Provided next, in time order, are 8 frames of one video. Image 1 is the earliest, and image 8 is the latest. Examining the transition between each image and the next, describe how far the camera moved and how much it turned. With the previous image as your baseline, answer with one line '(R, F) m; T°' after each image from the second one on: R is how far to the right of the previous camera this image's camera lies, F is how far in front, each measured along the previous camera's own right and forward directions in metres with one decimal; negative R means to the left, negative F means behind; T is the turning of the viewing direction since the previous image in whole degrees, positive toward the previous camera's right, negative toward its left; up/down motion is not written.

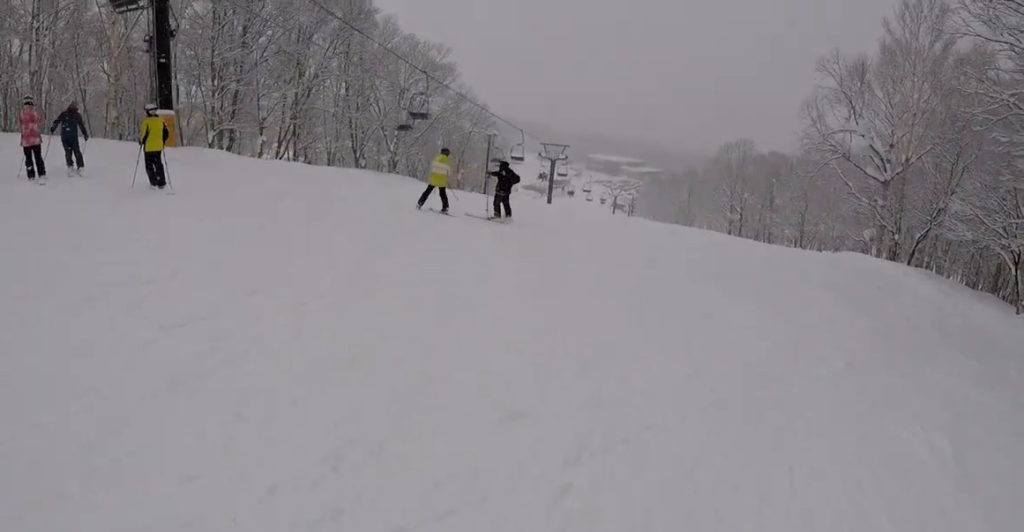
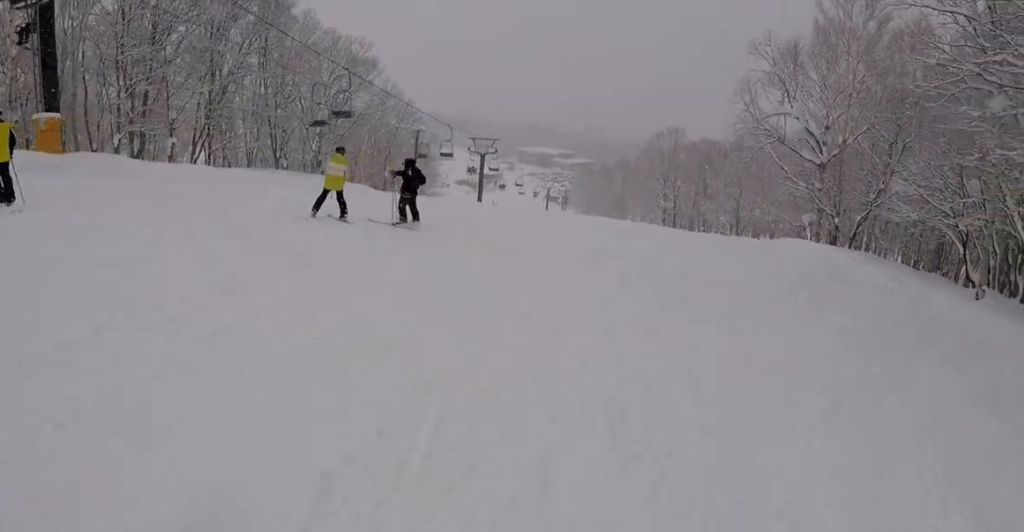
(-0.1, +2.1) m; -2°
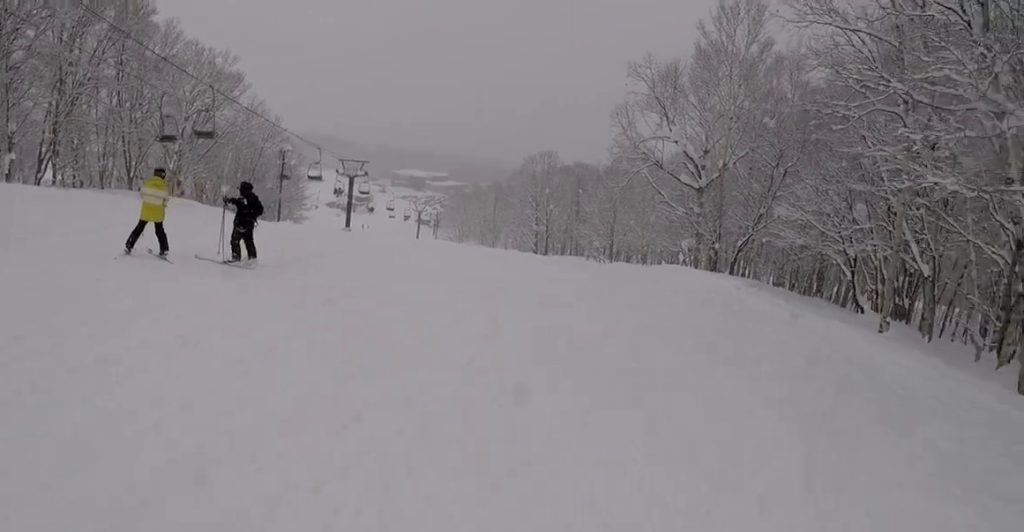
(0.0, +2.4) m; +5°
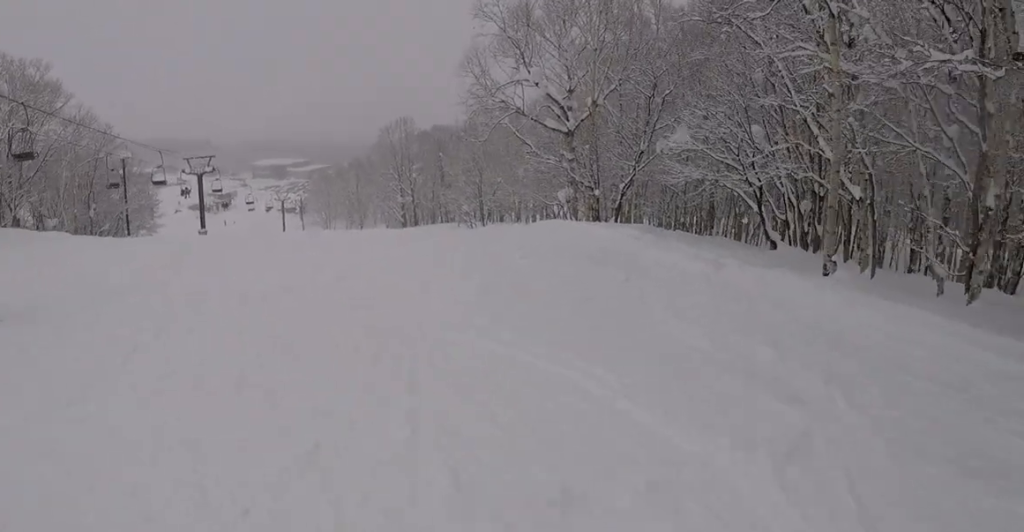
(+0.4, +4.1) m; +9°
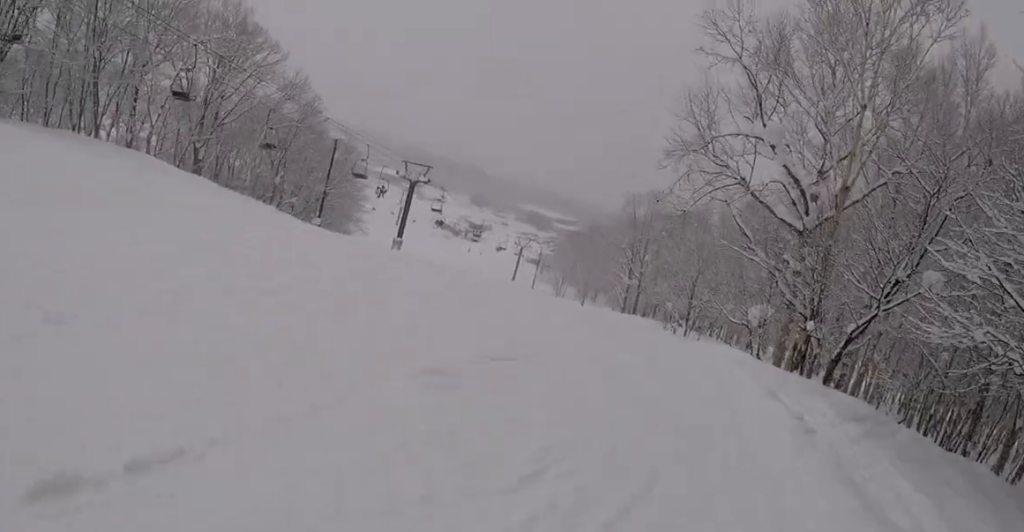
(+0.2, +10.4) m; -11°
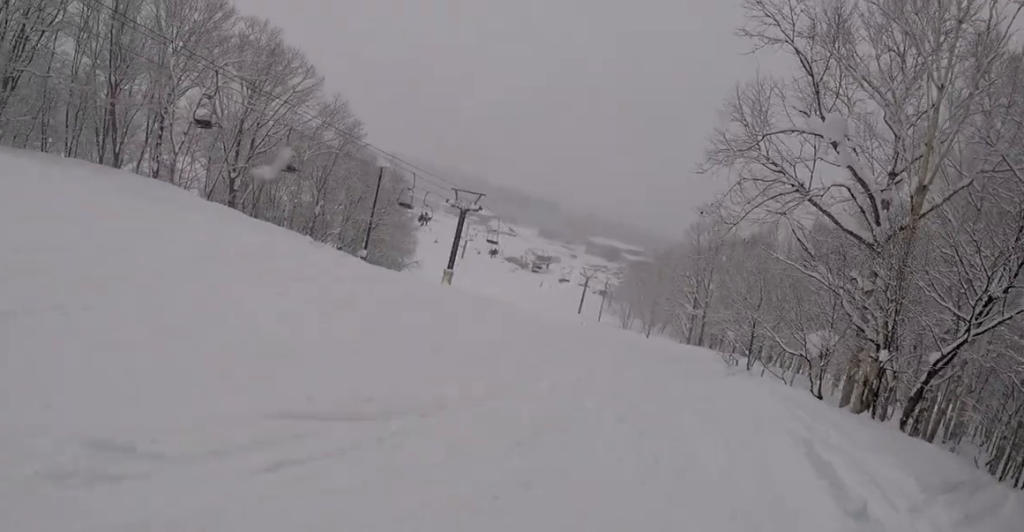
(-0.4, +3.5) m; -8°
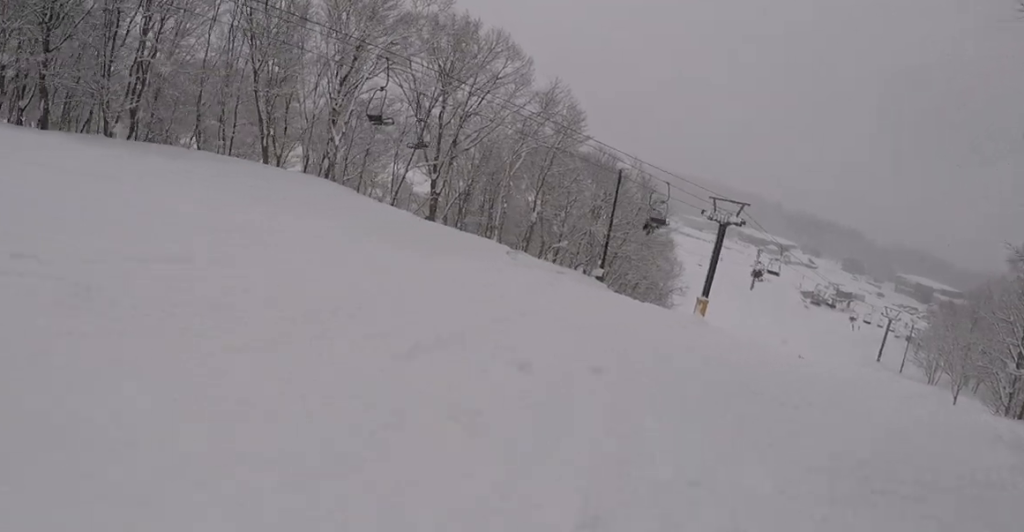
(-1.8, +10.7) m; -34°
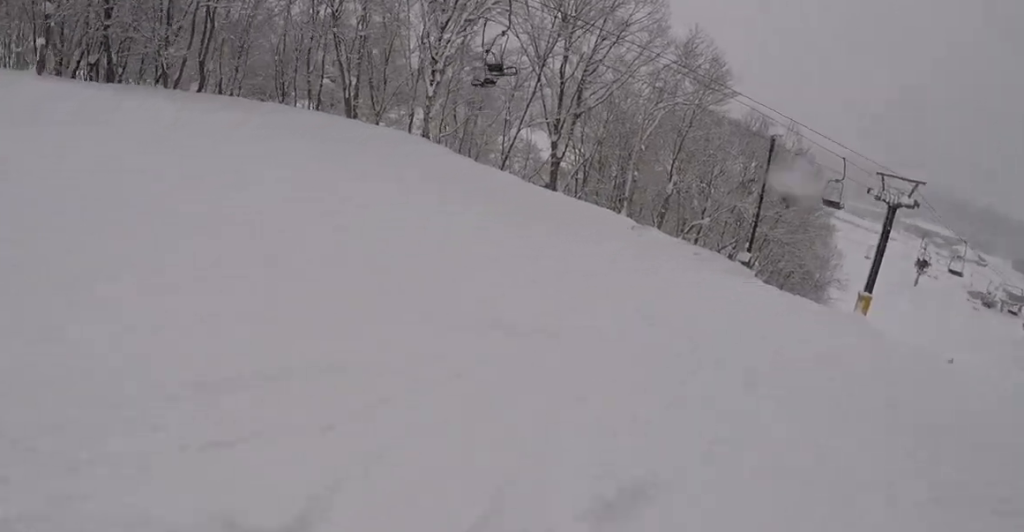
(-1.5, +4.9) m; -18°
